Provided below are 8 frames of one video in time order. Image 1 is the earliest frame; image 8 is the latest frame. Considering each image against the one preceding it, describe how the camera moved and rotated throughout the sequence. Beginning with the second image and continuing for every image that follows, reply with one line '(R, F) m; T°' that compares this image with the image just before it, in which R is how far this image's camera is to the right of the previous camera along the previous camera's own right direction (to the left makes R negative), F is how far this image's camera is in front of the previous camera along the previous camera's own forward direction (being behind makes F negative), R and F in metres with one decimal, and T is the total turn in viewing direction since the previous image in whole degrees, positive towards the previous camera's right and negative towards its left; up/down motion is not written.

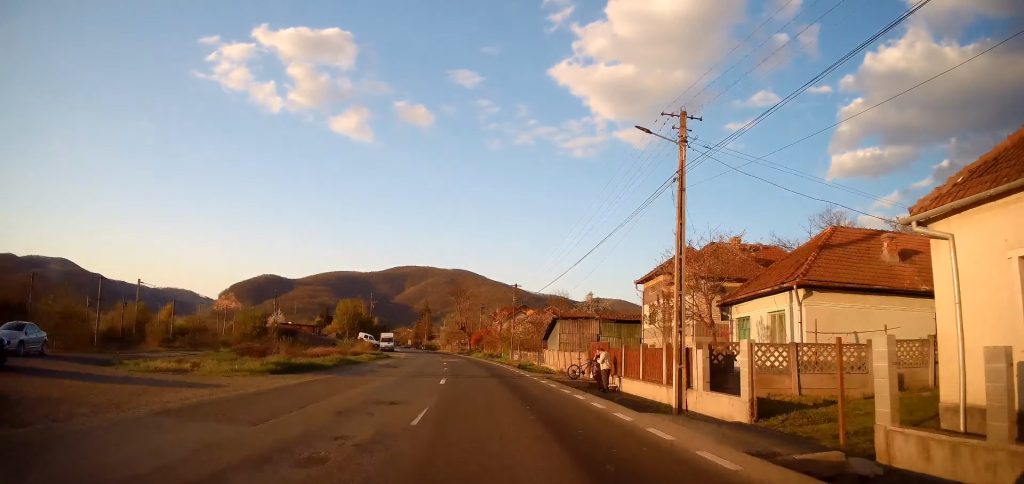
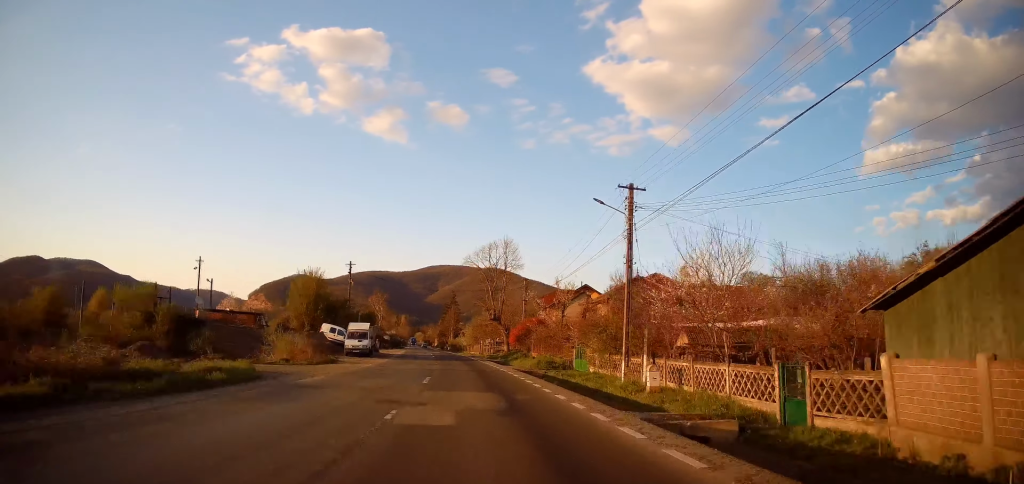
(-1.1, +36.0) m; -4°
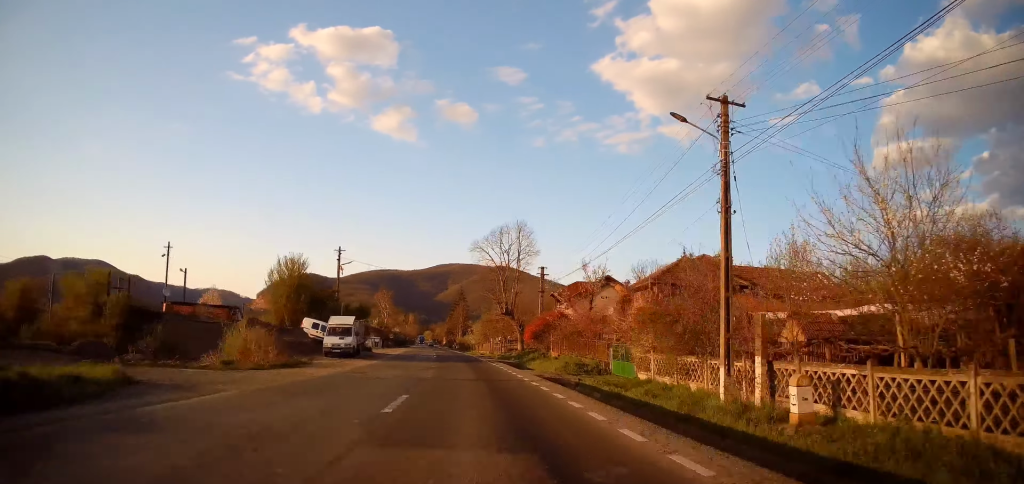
(-0.4, +8.0) m; -1°
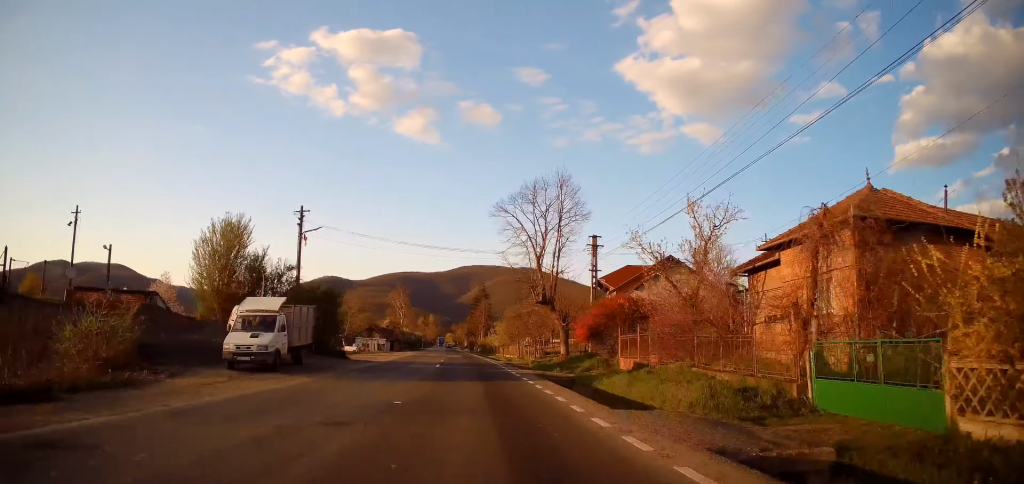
(-0.4, +16.0) m; -2°
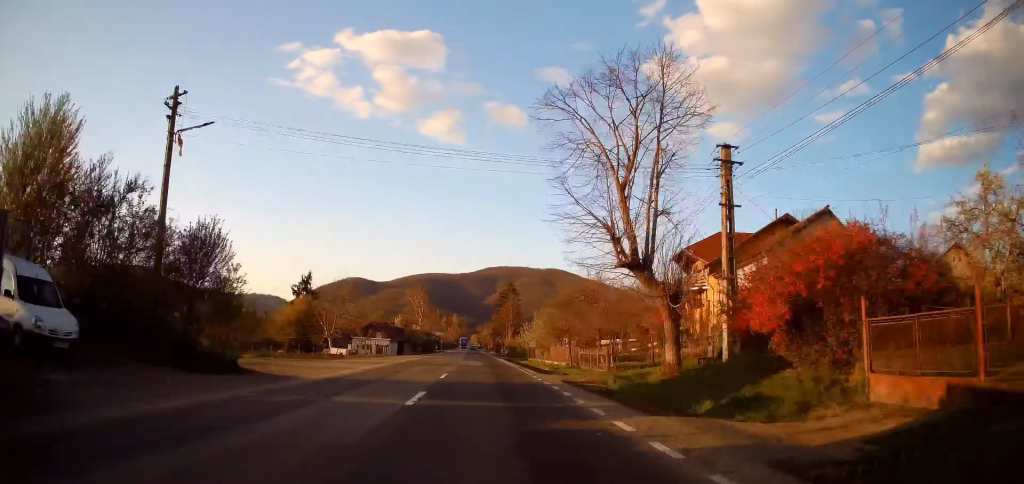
(-0.1, +17.7) m; -2°
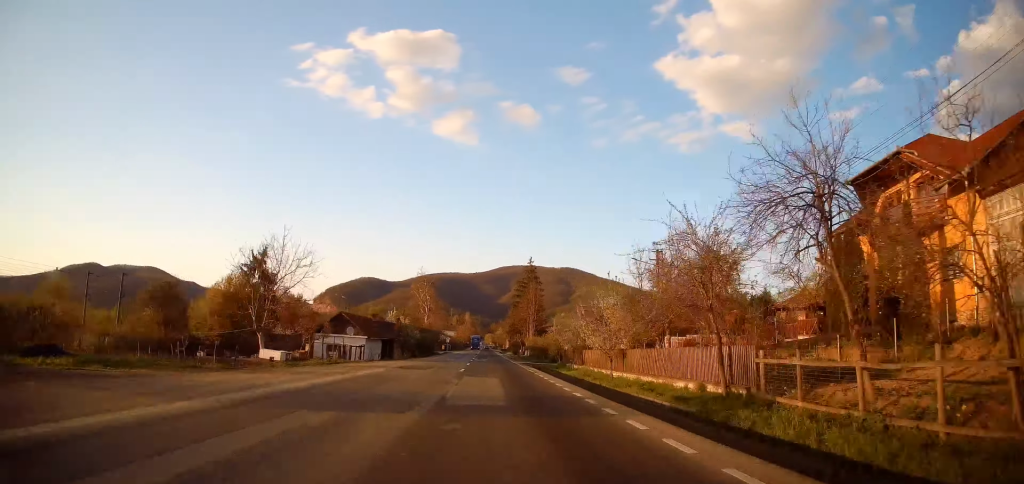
(-0.7, +21.0) m; -2°
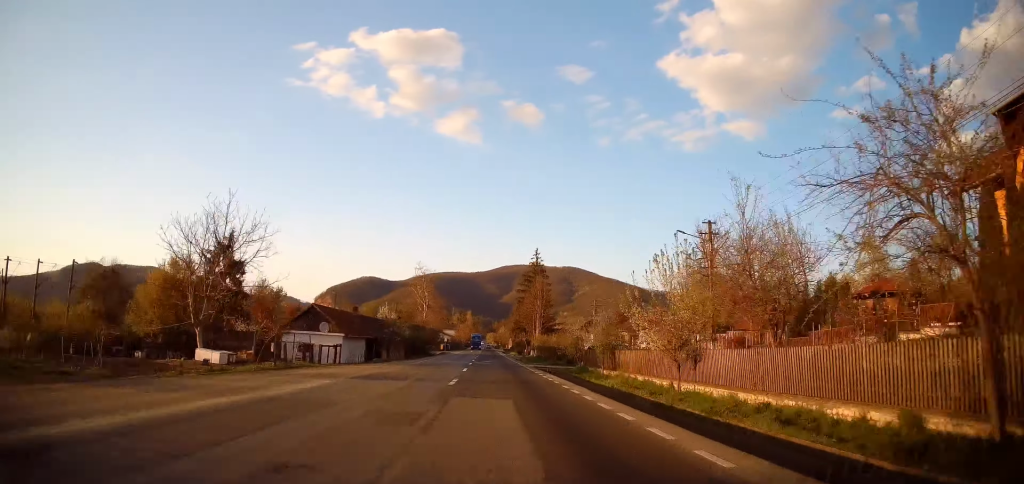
(-0.1, +8.8) m; 0°
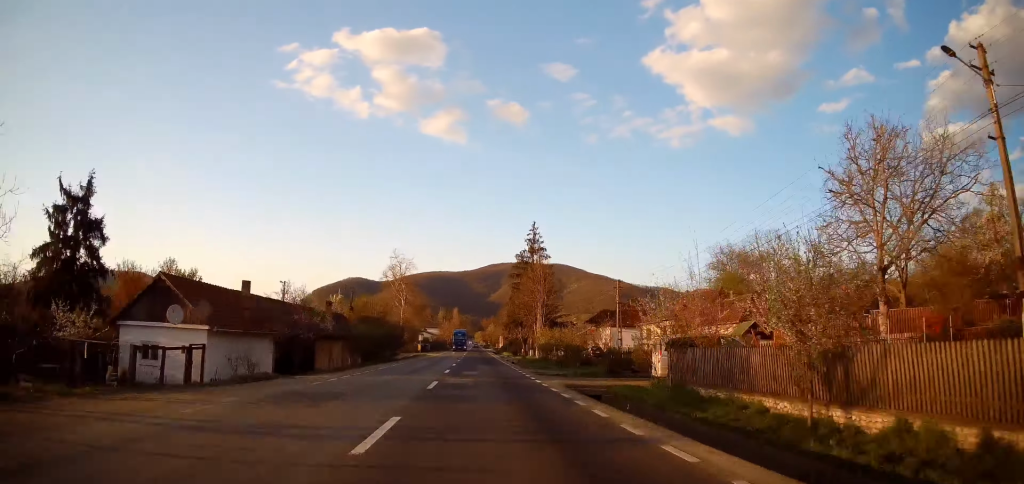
(+0.1, +19.7) m; 0°
